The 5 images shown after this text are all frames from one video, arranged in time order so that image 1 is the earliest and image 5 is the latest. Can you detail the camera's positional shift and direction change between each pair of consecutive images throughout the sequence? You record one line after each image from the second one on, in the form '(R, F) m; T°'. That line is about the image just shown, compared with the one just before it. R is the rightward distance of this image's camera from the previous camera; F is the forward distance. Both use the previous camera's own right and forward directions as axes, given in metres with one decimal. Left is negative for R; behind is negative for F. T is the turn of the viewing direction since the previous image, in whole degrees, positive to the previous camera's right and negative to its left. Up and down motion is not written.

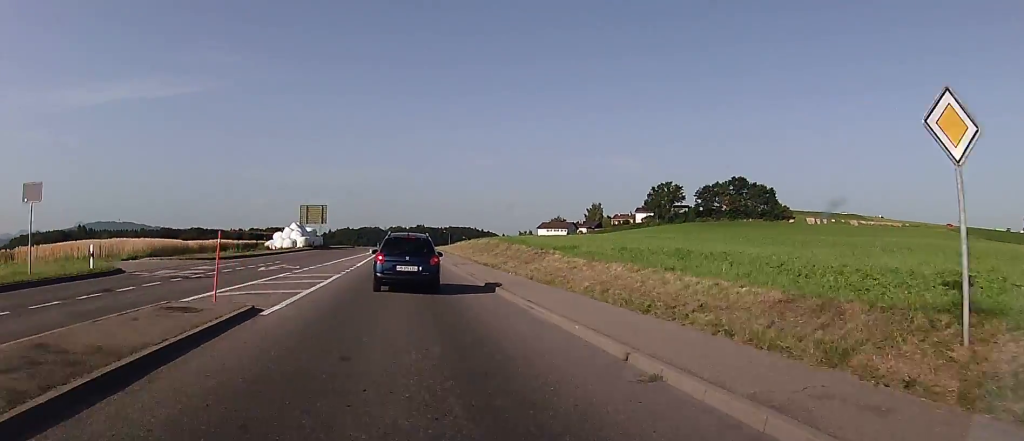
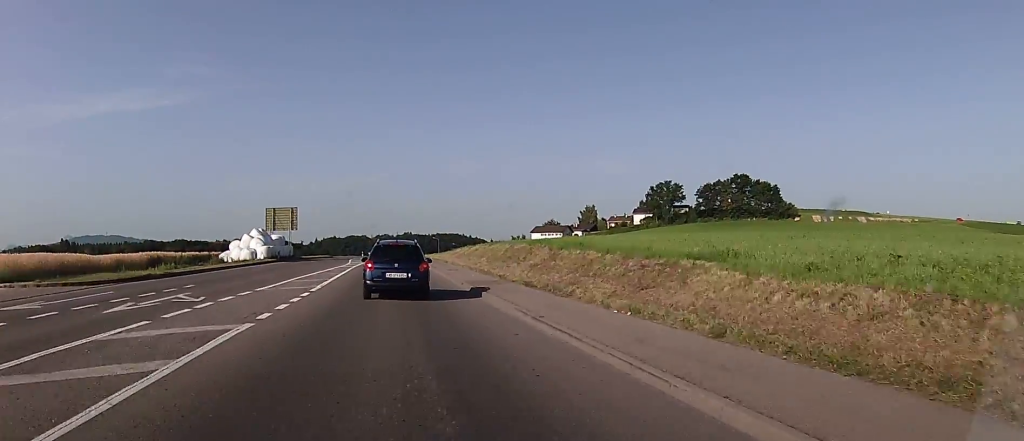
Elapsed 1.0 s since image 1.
(-0.3, +14.8) m; -1°
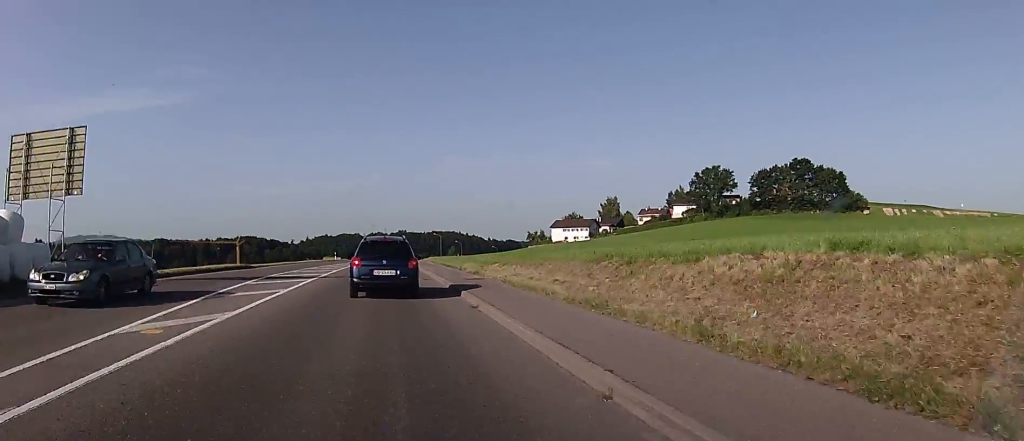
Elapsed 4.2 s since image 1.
(+1.0, +47.8) m; +1°
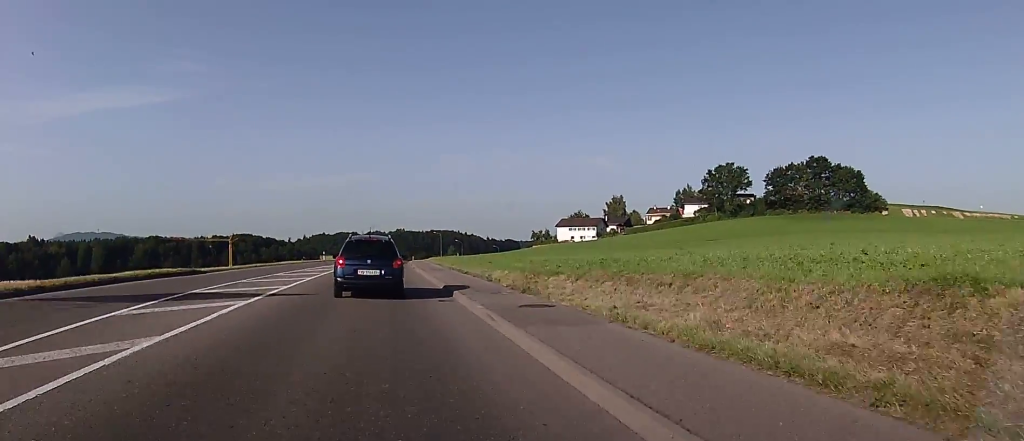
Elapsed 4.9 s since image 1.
(+0.2, +11.1) m; 0°
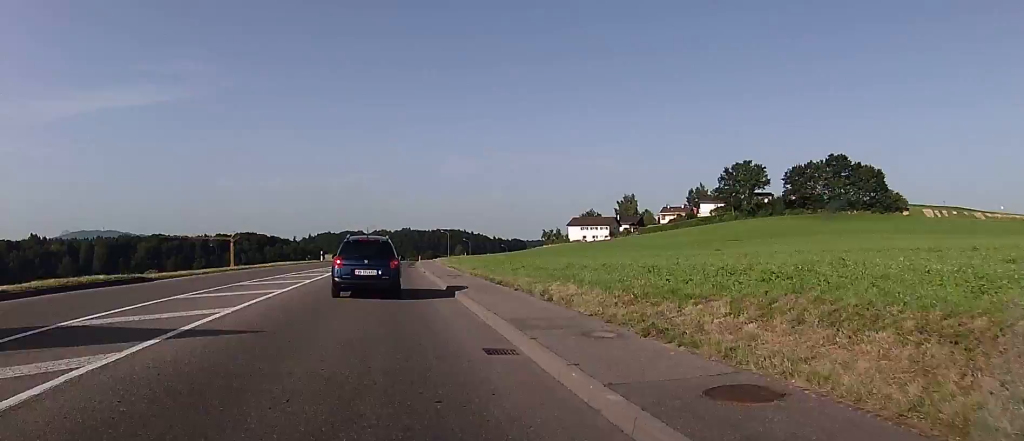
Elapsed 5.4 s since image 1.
(-0.2, +7.7) m; 0°
